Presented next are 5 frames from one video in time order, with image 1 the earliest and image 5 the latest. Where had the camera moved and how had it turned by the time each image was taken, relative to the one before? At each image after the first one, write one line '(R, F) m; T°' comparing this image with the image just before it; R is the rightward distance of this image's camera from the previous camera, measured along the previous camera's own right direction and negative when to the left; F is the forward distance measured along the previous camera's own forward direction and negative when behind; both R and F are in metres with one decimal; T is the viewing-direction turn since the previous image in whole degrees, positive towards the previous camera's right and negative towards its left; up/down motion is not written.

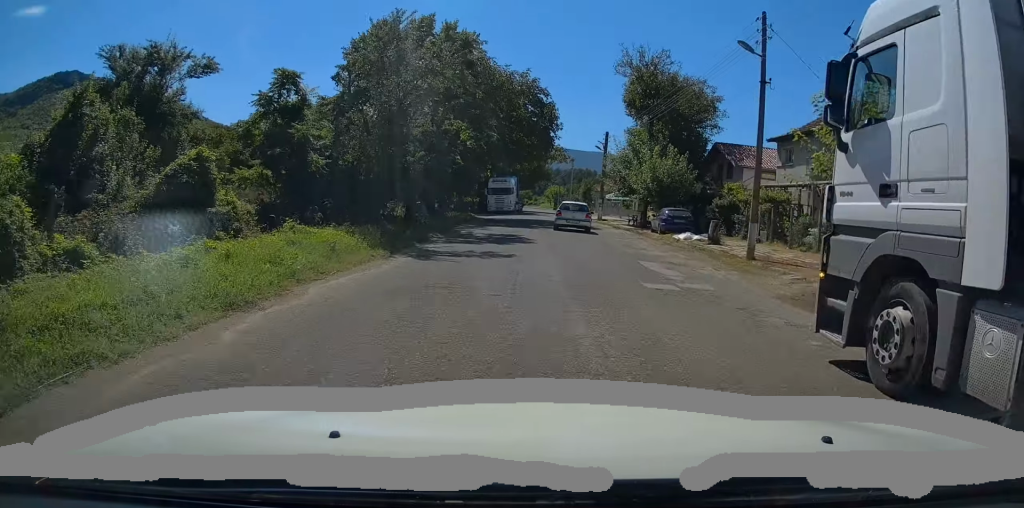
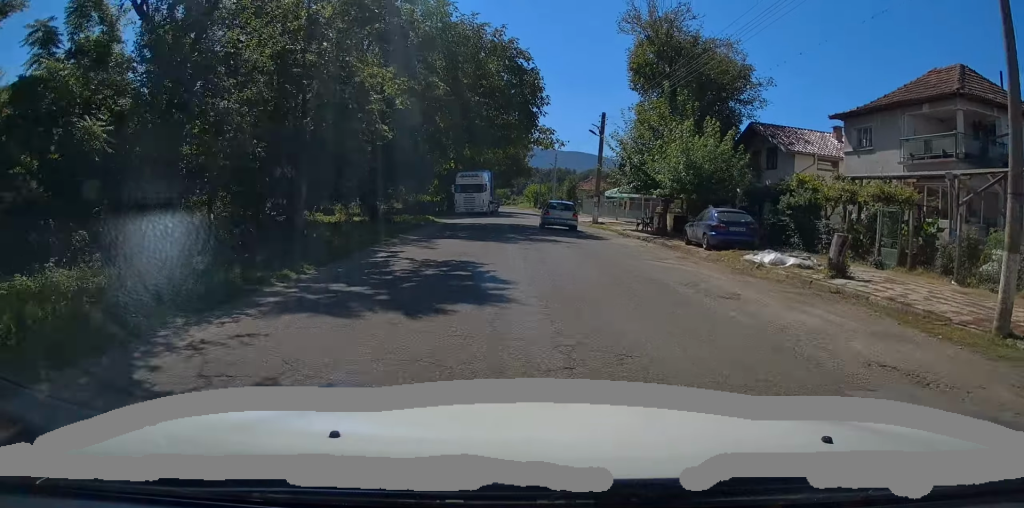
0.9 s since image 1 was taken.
(+0.1, +11.0) m; +1°
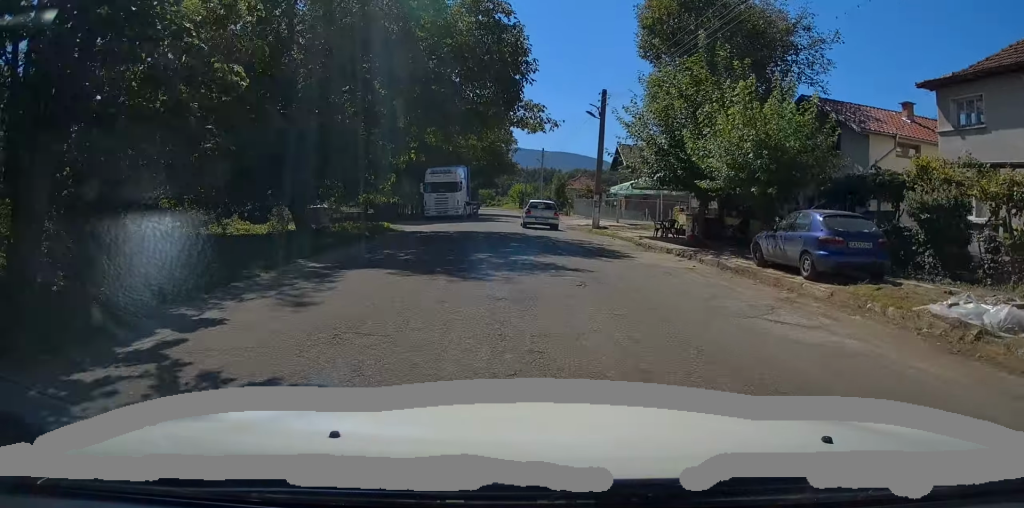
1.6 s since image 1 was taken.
(0.0, +8.2) m; +1°
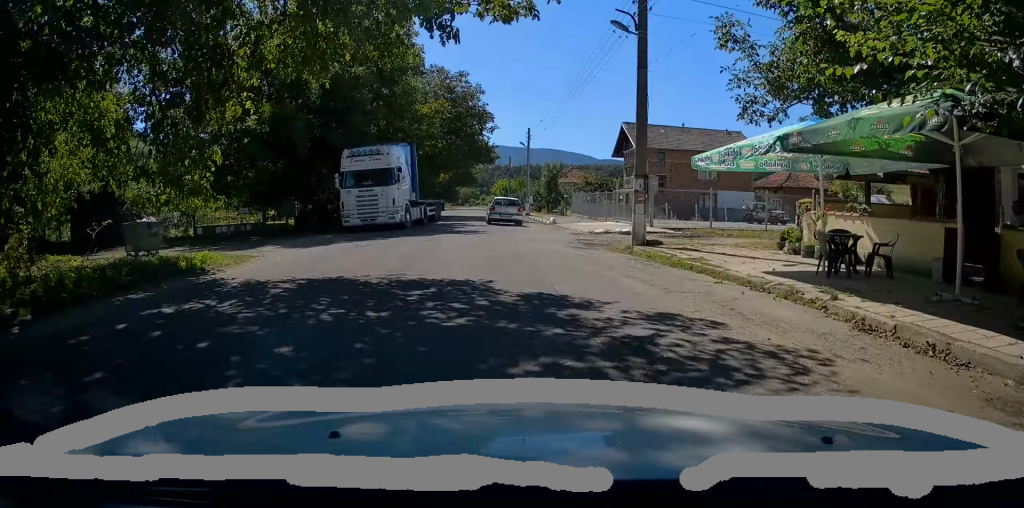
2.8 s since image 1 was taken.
(+0.3, +15.9) m; +2°
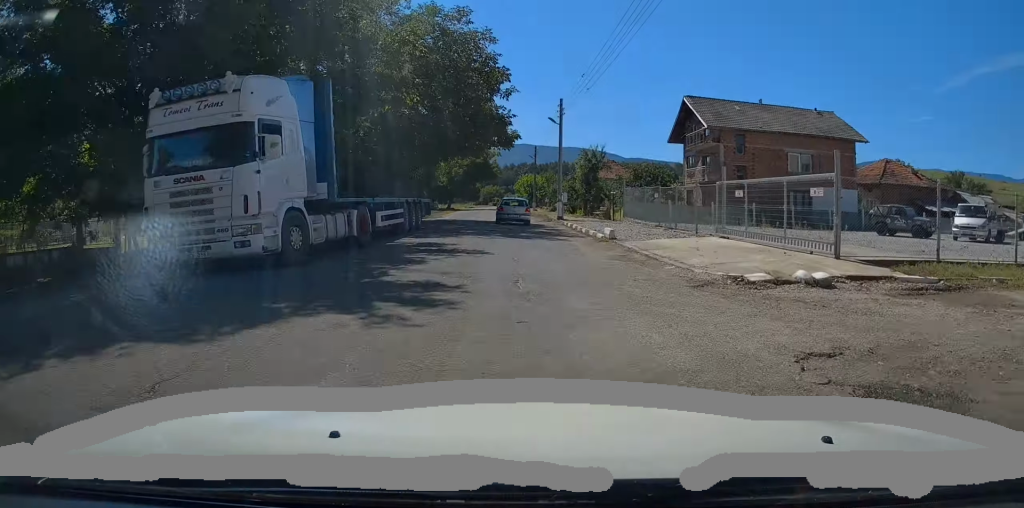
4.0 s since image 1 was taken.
(-0.1, +15.3) m; -2°
